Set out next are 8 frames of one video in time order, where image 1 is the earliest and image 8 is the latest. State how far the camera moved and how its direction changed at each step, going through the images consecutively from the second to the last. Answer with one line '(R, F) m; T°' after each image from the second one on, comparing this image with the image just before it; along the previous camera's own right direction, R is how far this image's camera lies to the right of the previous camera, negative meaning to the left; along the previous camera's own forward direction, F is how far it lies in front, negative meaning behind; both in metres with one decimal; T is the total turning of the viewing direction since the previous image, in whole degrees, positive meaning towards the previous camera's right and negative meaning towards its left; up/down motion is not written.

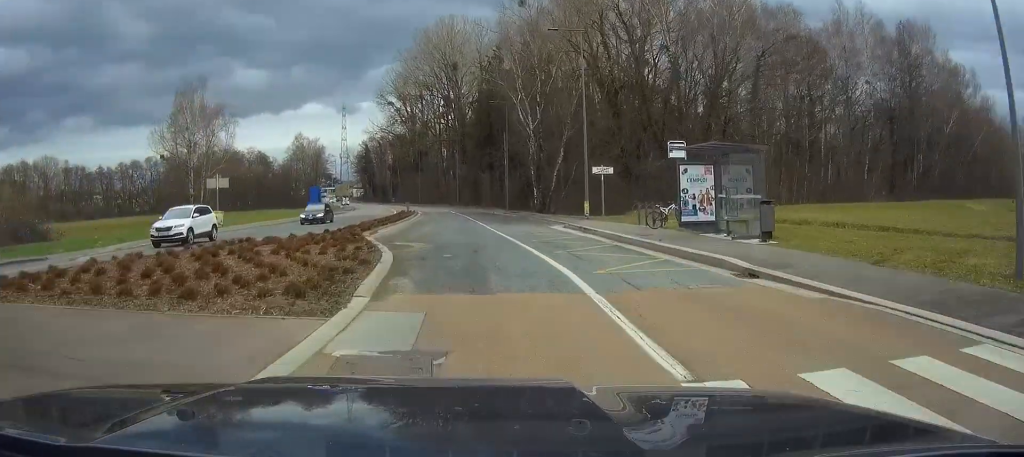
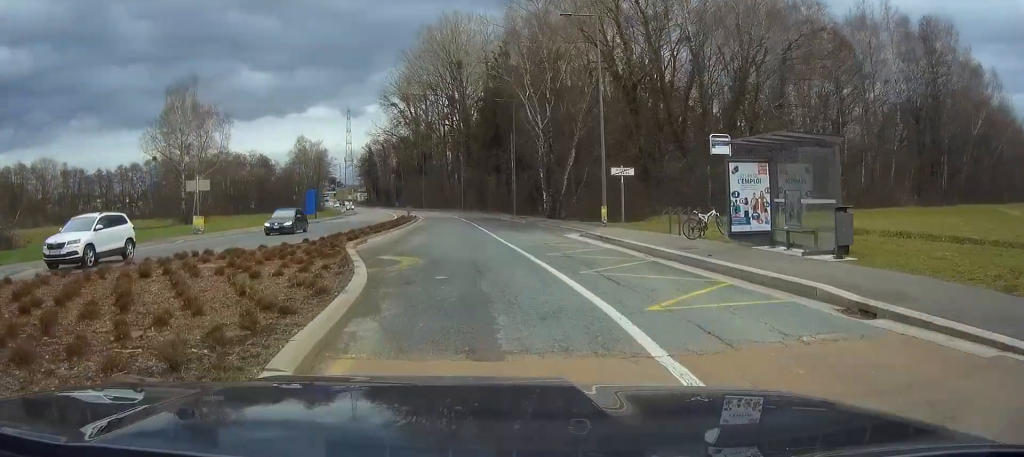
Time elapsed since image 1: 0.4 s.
(0.0, +4.5) m; 0°
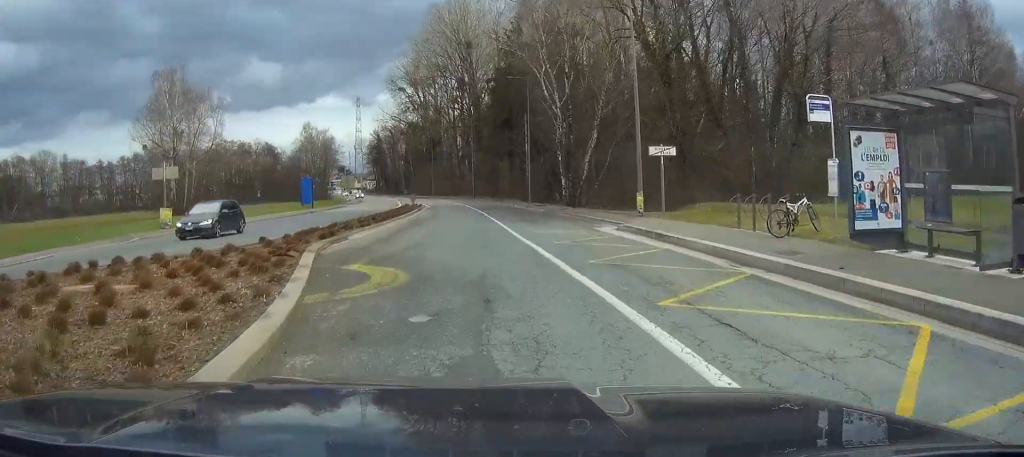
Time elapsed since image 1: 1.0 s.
(+0.1, +6.5) m; 0°
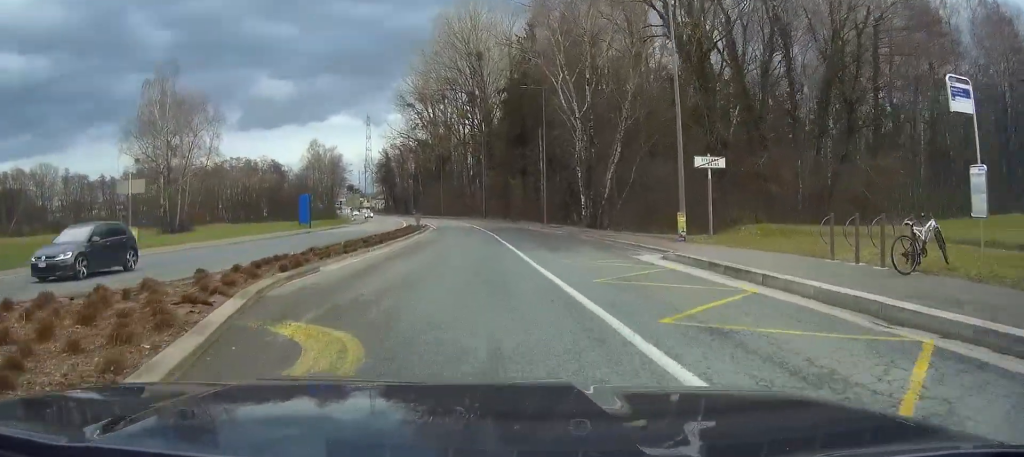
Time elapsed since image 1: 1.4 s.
(+0.1, +5.4) m; 0°
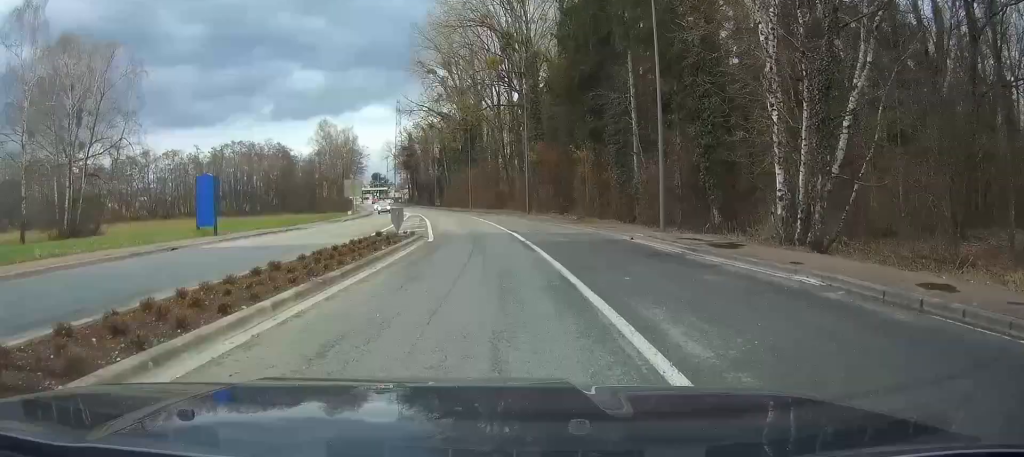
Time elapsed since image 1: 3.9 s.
(-0.8, +30.1) m; -4°
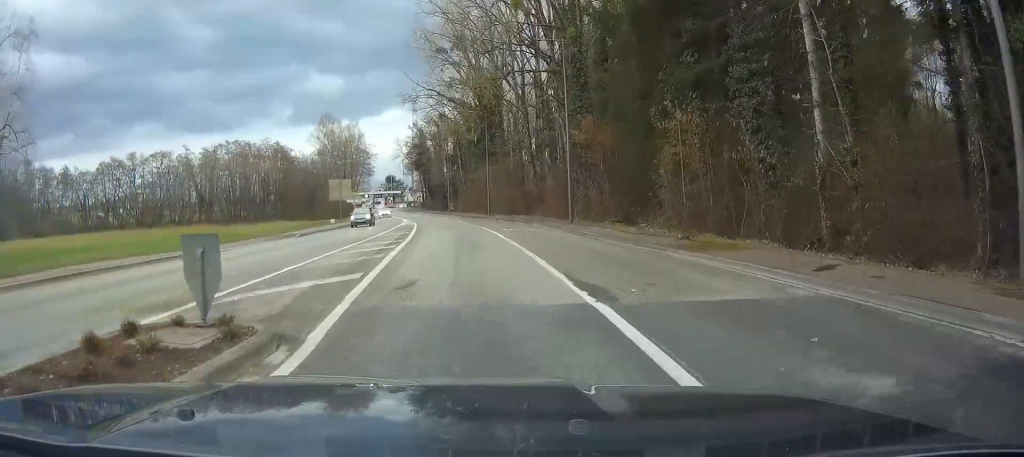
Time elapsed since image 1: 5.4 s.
(-1.0, +20.6) m; -5°
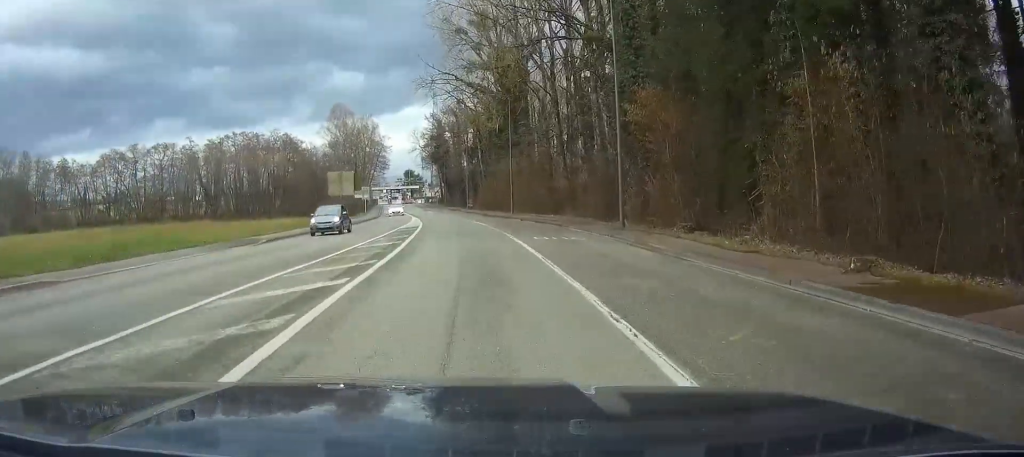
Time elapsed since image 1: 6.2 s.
(-0.1, +9.6) m; -2°
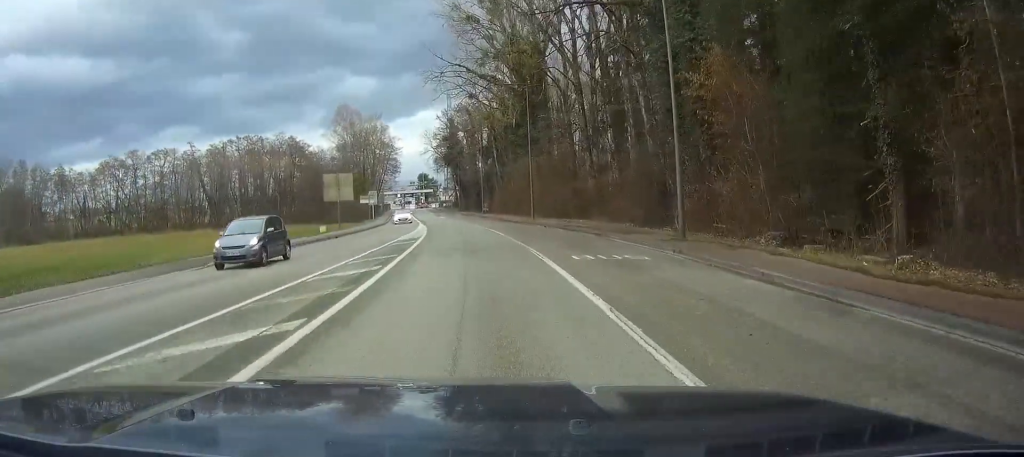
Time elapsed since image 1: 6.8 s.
(-0.1, +7.4) m; -1°
